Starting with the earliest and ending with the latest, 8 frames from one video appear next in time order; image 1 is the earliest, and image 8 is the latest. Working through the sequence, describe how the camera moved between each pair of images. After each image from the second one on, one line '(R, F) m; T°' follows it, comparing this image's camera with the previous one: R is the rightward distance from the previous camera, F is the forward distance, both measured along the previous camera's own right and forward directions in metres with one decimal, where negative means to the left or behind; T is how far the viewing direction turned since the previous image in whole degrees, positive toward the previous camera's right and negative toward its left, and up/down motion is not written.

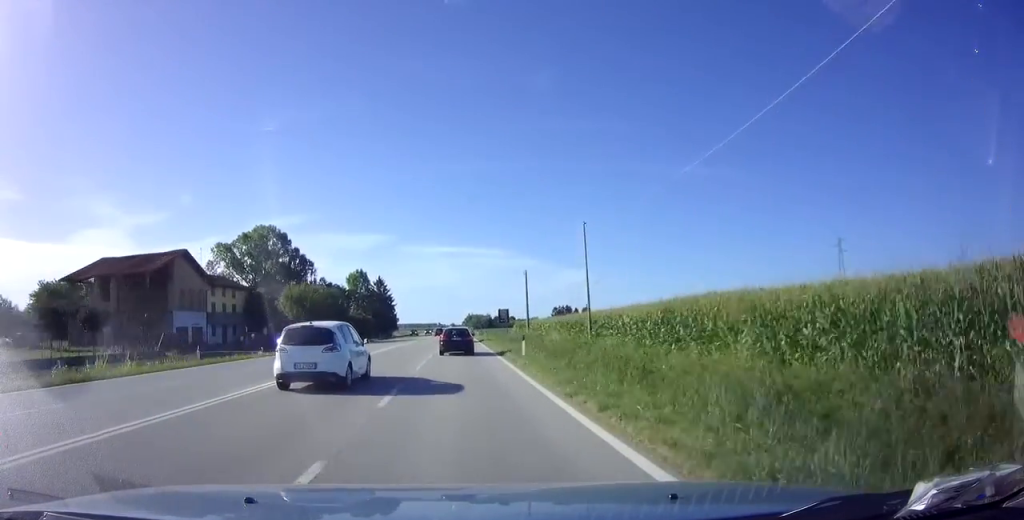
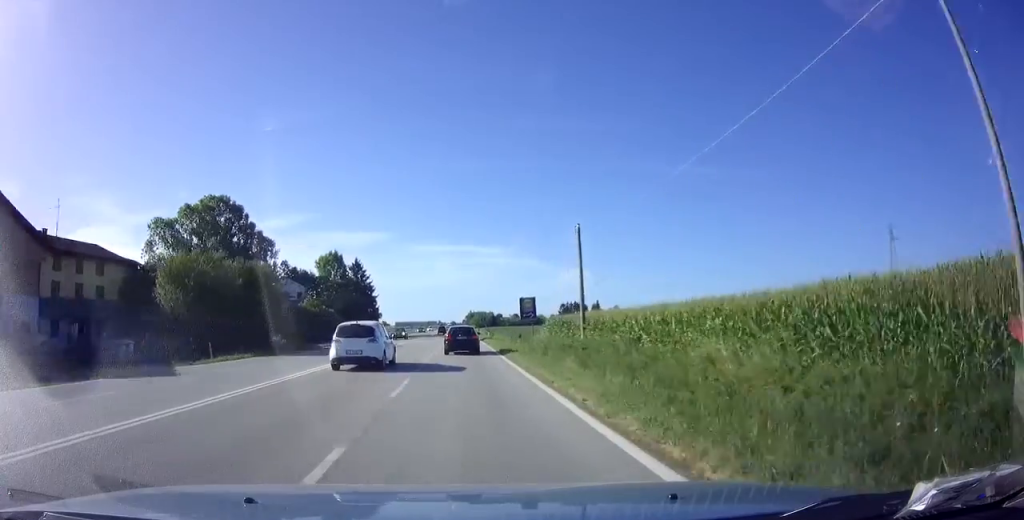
(+0.1, +27.9) m; 0°
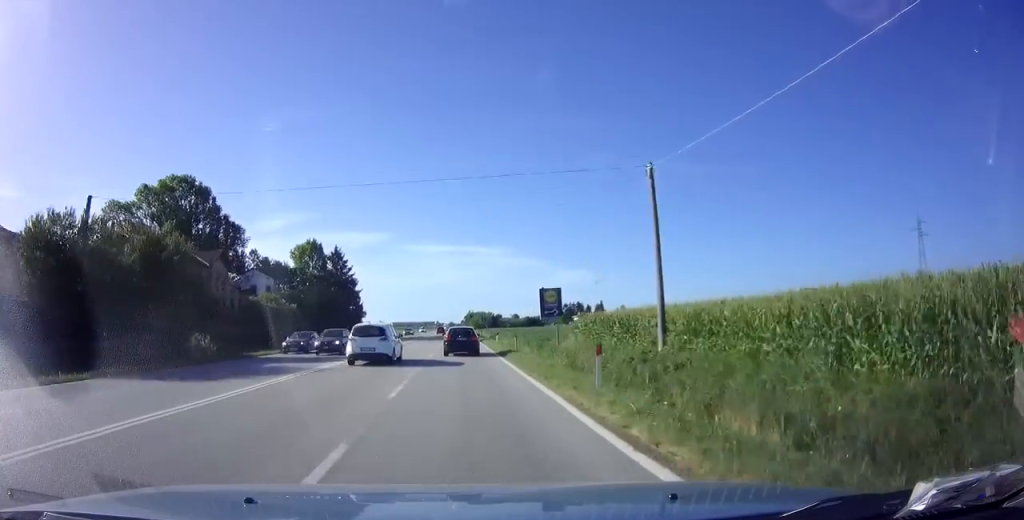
(+0.1, +15.0) m; 0°
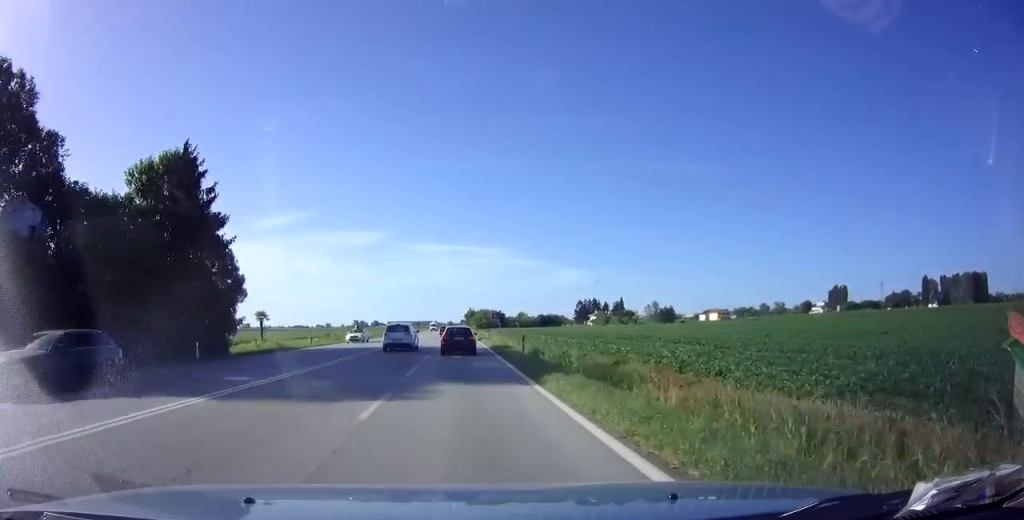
(-0.1, +45.8) m; 0°
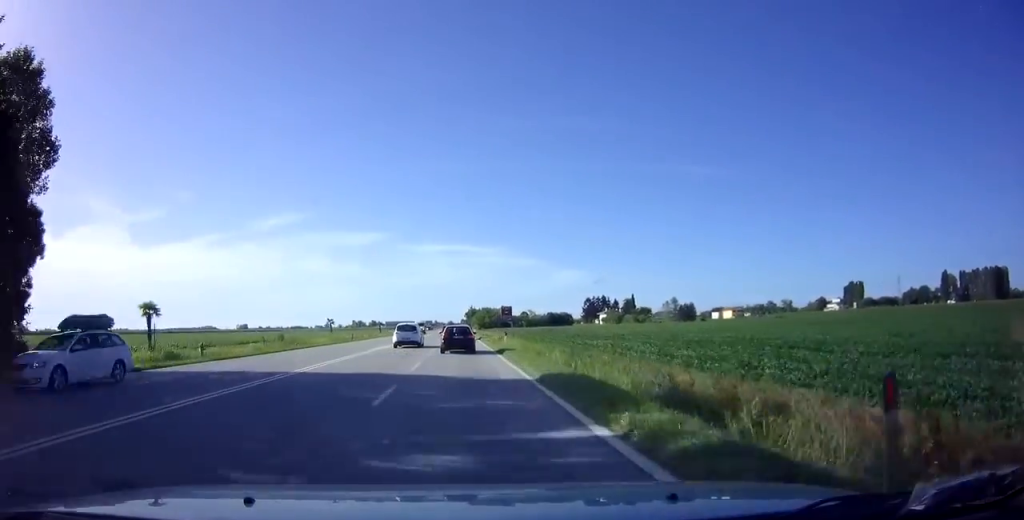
(0.0, +20.3) m; 0°
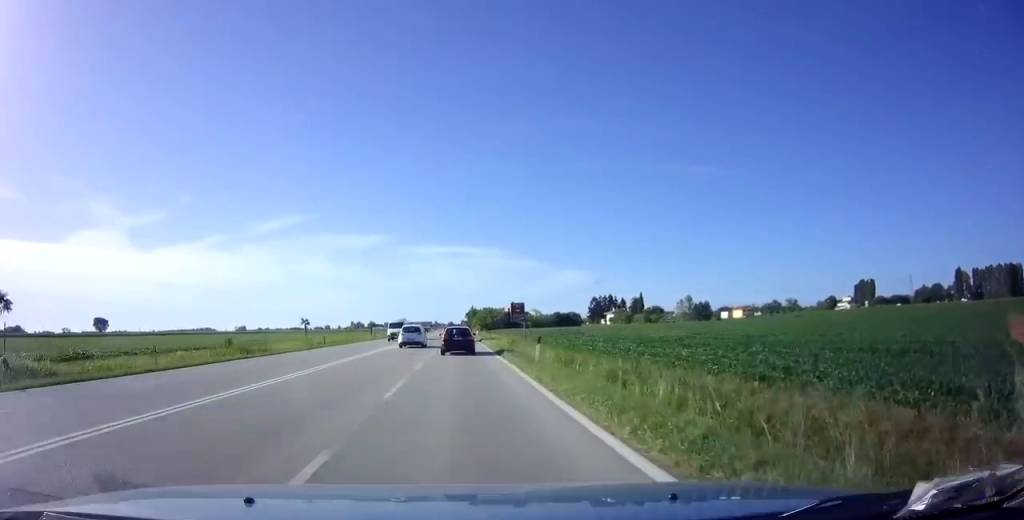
(0.0, +14.0) m; 0°
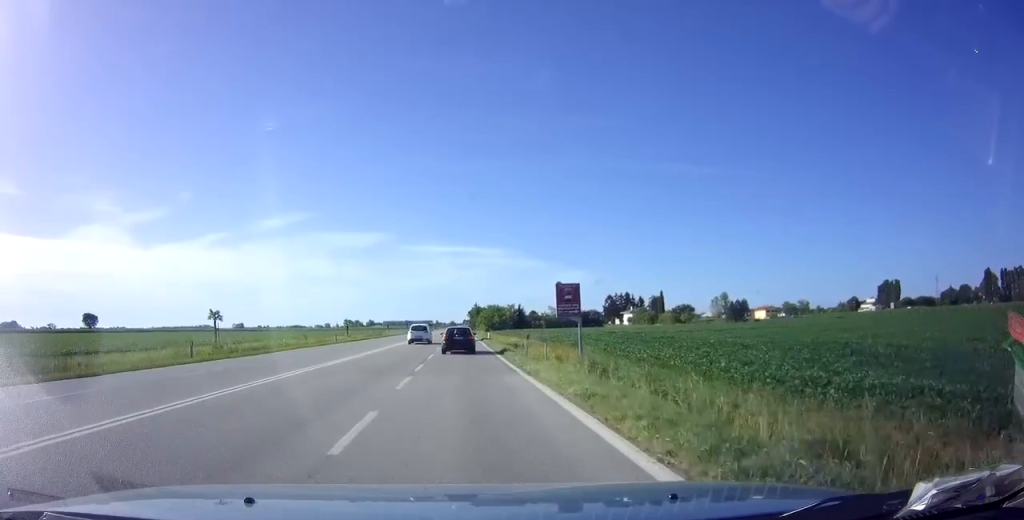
(0.0, +26.1) m; 0°
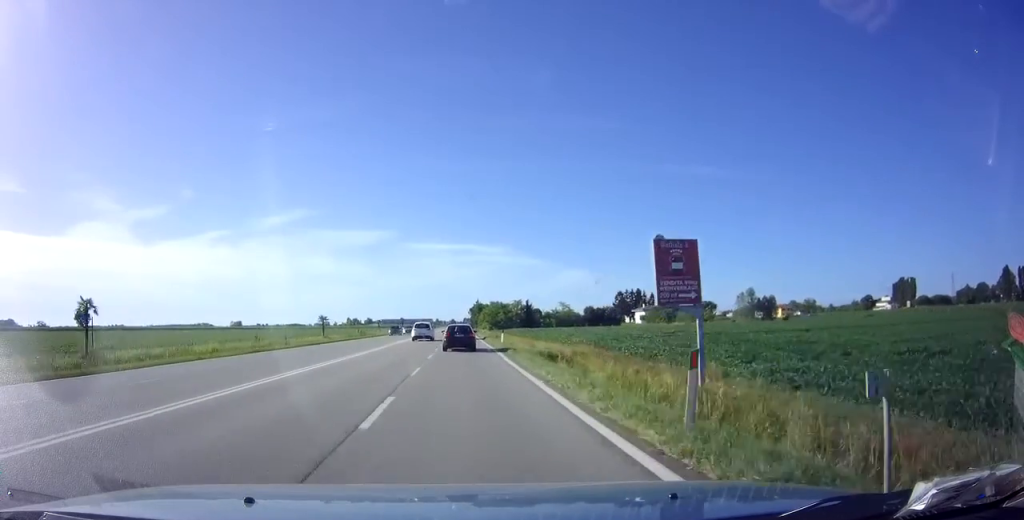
(-0.1, +16.3) m; 0°
